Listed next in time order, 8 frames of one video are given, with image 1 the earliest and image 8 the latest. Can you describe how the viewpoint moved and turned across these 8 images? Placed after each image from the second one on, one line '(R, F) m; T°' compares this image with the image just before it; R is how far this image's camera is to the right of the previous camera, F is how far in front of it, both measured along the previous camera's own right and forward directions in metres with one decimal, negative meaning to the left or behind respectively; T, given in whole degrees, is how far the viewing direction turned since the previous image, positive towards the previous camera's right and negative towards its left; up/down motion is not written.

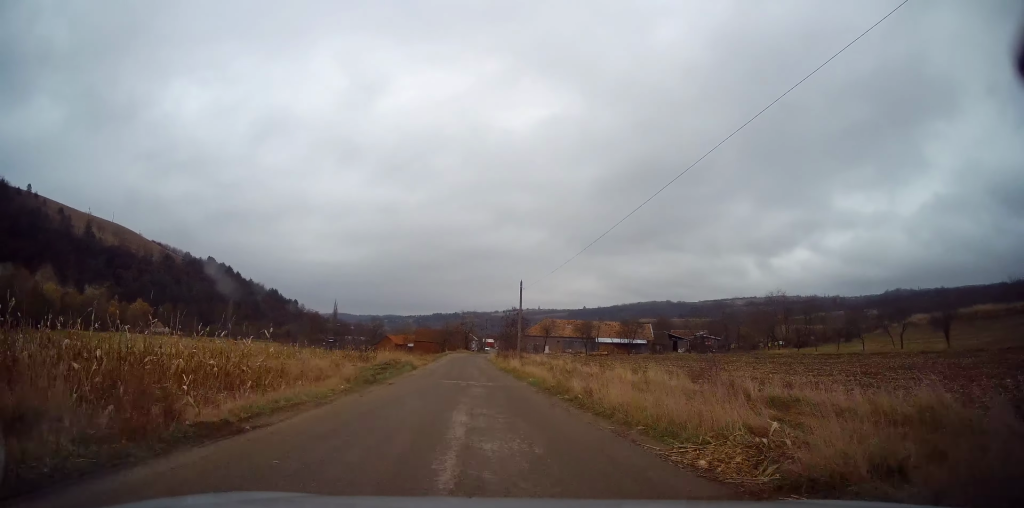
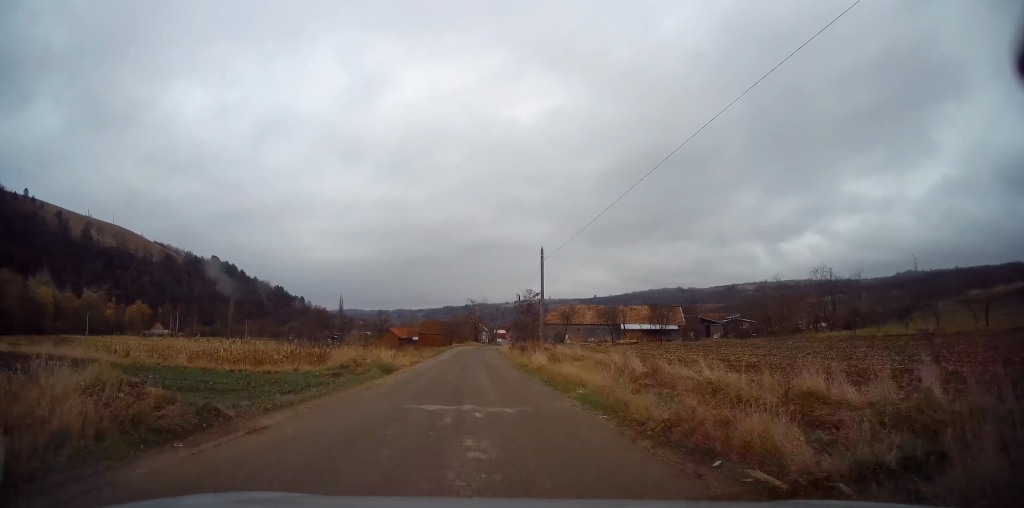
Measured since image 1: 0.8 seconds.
(-0.2, +10.9) m; -1°
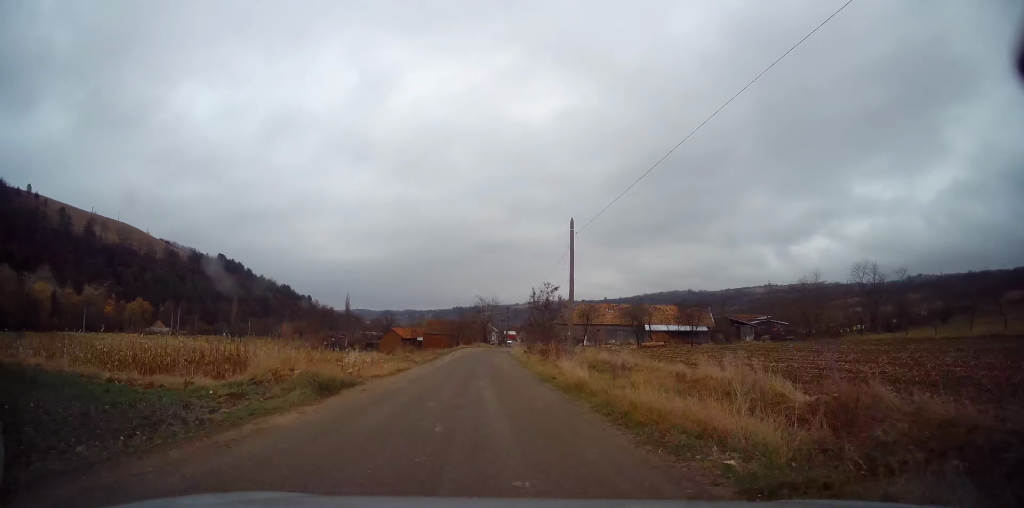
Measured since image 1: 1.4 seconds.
(0.0, +8.1) m; -1°
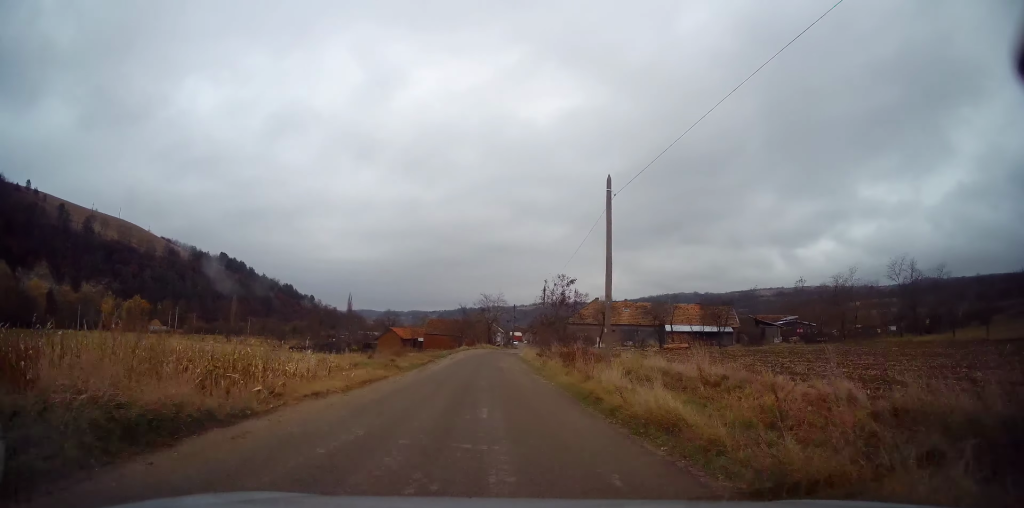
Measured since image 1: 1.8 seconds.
(+0.1, +6.7) m; -1°
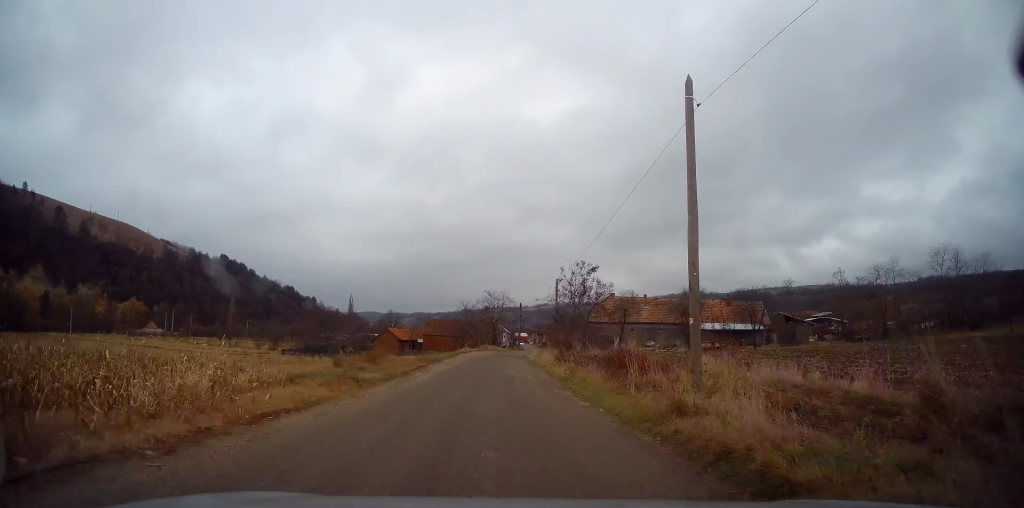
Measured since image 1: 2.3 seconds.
(-0.1, +7.3) m; -1°
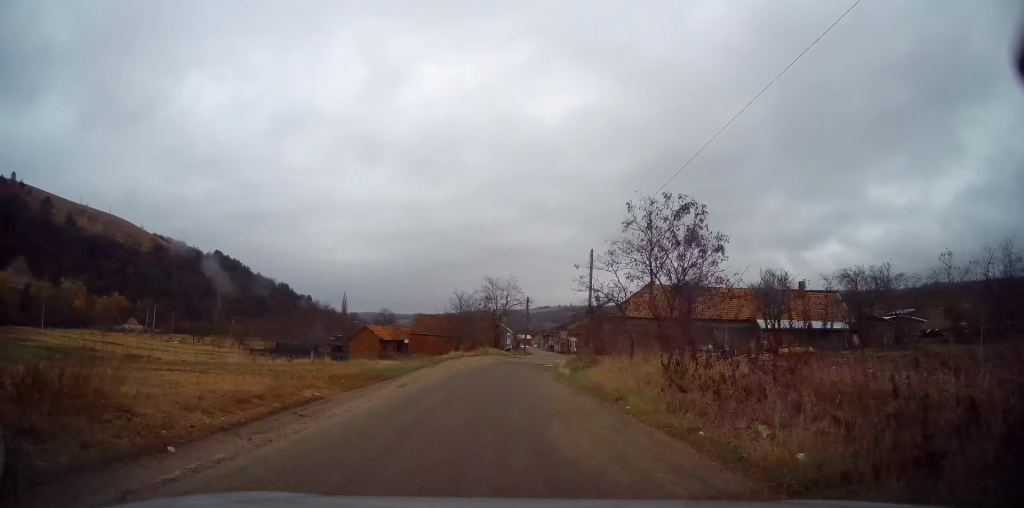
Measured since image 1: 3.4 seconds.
(-0.2, +15.7) m; -1°
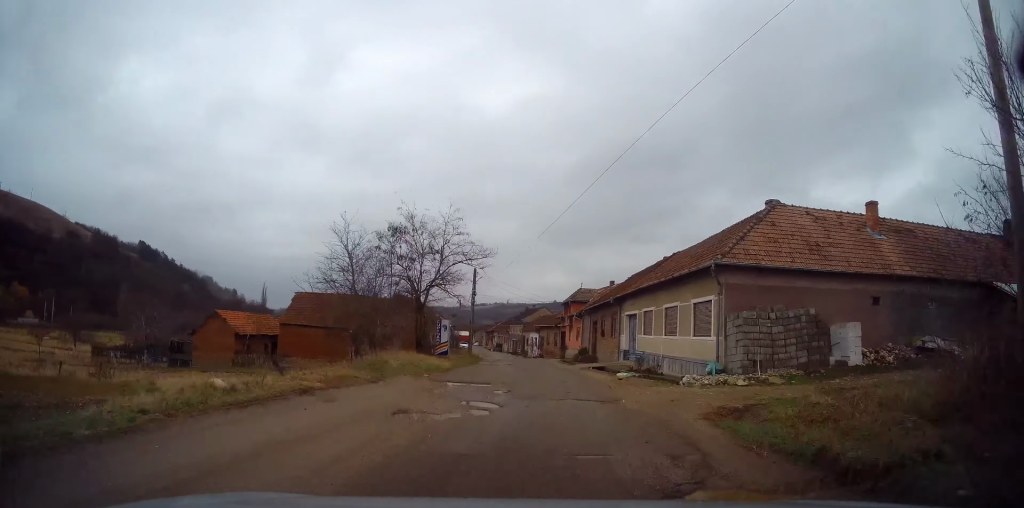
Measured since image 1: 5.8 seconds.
(+0.9, +28.3) m; +8°
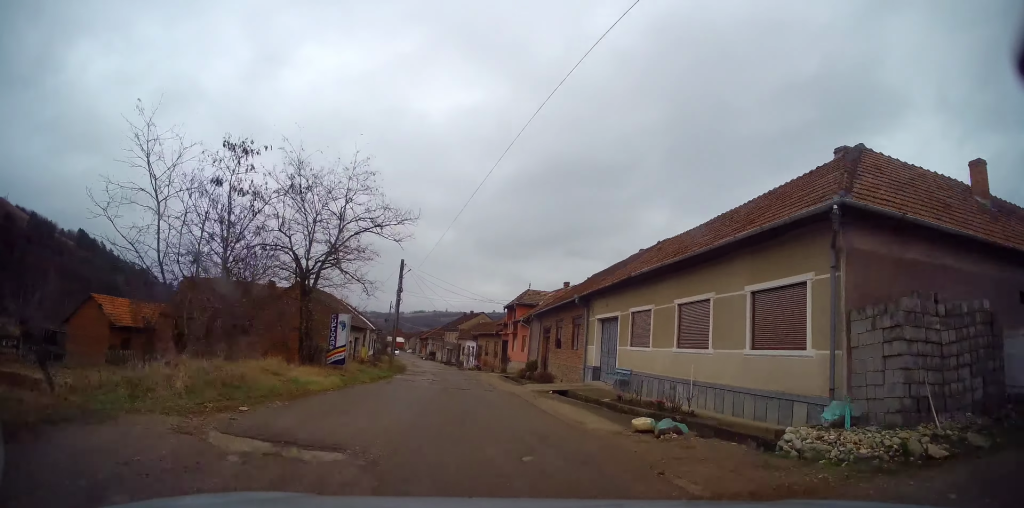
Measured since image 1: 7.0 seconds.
(+0.6, +11.7) m; +4°
